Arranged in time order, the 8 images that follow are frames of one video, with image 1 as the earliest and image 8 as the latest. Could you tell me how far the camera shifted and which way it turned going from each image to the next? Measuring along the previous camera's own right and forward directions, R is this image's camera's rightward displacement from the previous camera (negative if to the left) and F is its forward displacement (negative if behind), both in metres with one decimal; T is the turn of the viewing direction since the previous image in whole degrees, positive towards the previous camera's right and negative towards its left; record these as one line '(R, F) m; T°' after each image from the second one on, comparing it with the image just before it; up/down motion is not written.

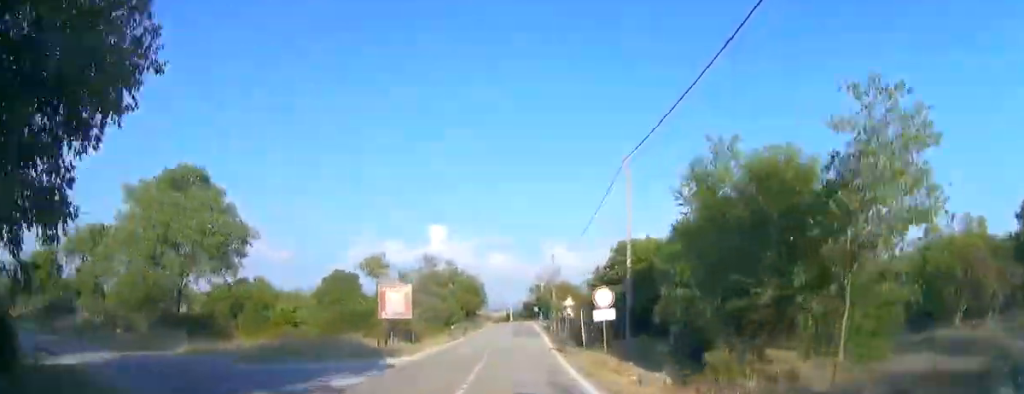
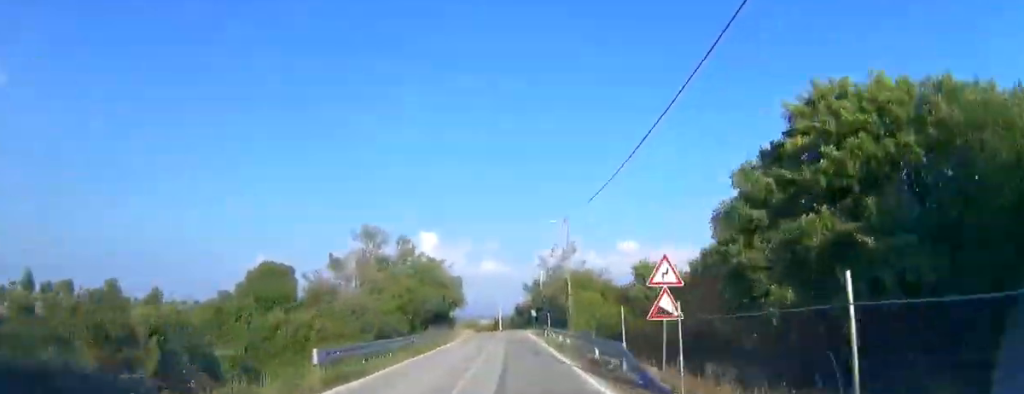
(+0.6, +26.4) m; 0°
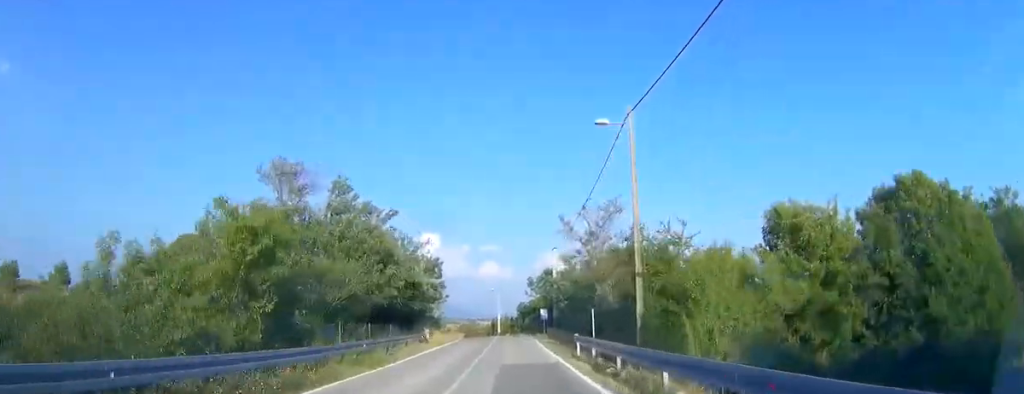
(-0.3, +19.3) m; +1°
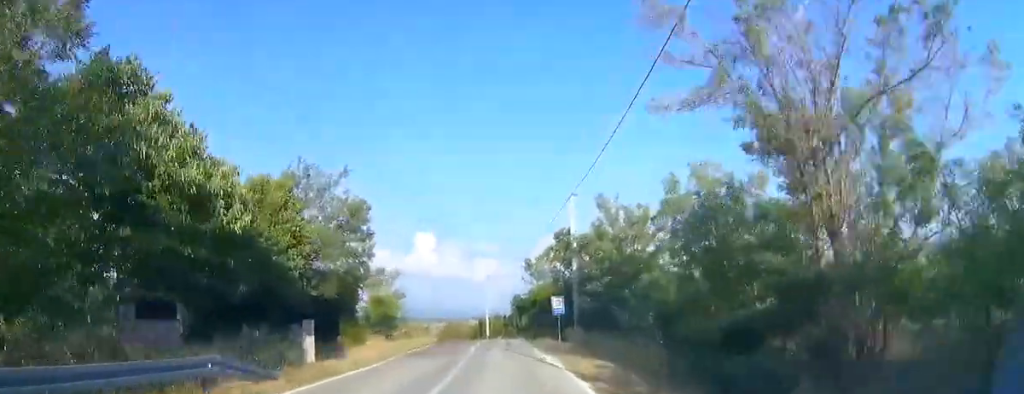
(+0.4, +20.5) m; +1°
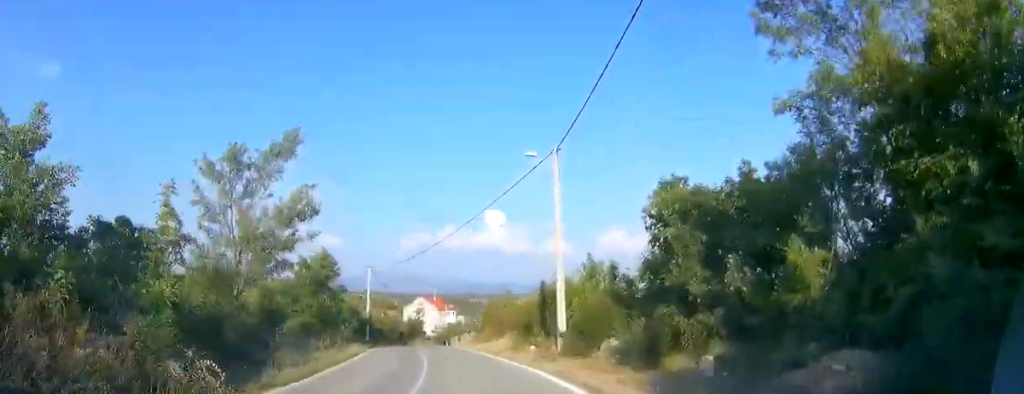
(-2.3, +45.9) m; -10°
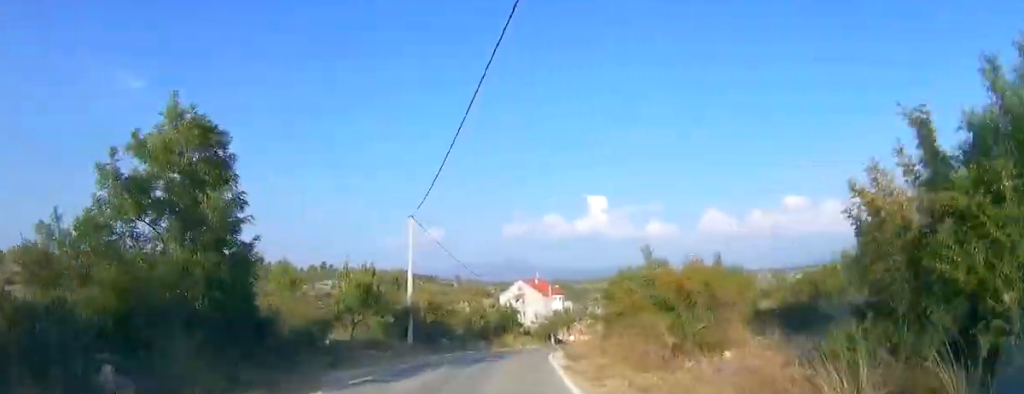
(-1.7, +27.3) m; -3°
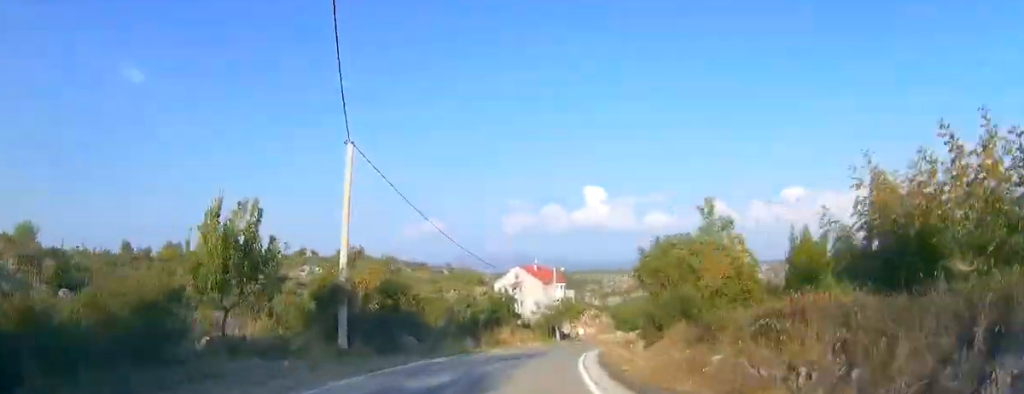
(0.0, +13.3) m; +1°
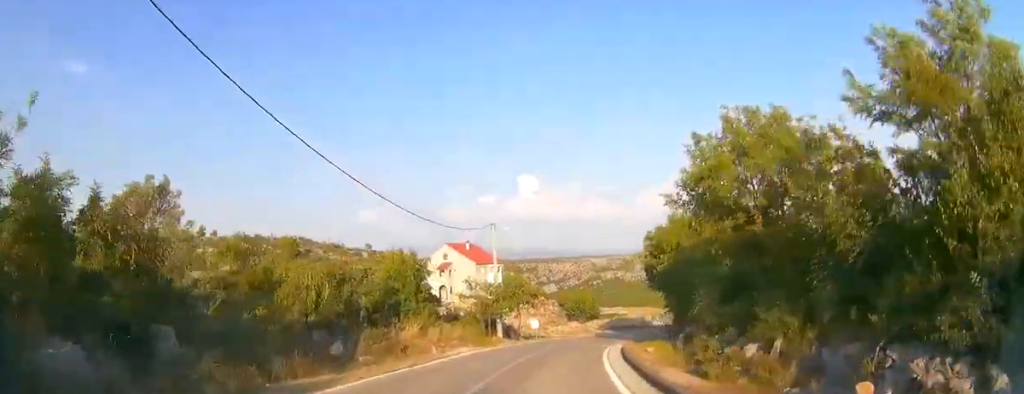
(+0.3, +20.0) m; +1°
